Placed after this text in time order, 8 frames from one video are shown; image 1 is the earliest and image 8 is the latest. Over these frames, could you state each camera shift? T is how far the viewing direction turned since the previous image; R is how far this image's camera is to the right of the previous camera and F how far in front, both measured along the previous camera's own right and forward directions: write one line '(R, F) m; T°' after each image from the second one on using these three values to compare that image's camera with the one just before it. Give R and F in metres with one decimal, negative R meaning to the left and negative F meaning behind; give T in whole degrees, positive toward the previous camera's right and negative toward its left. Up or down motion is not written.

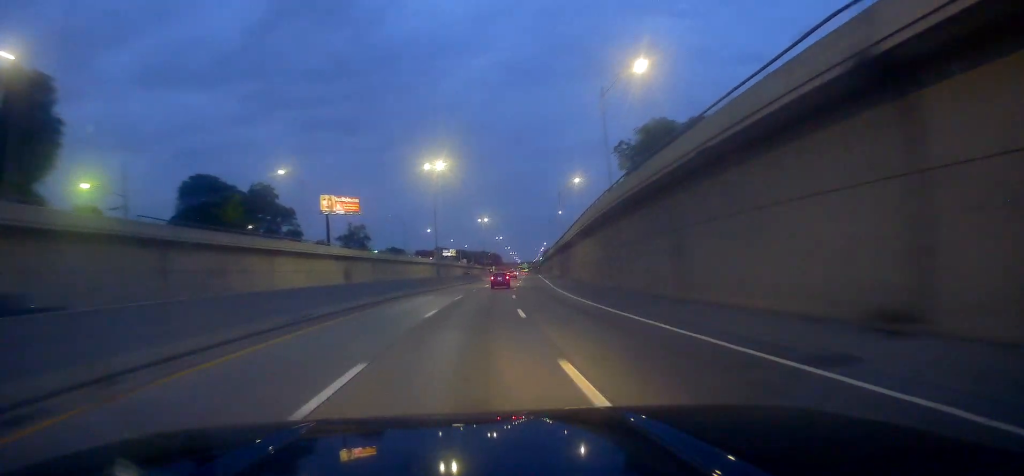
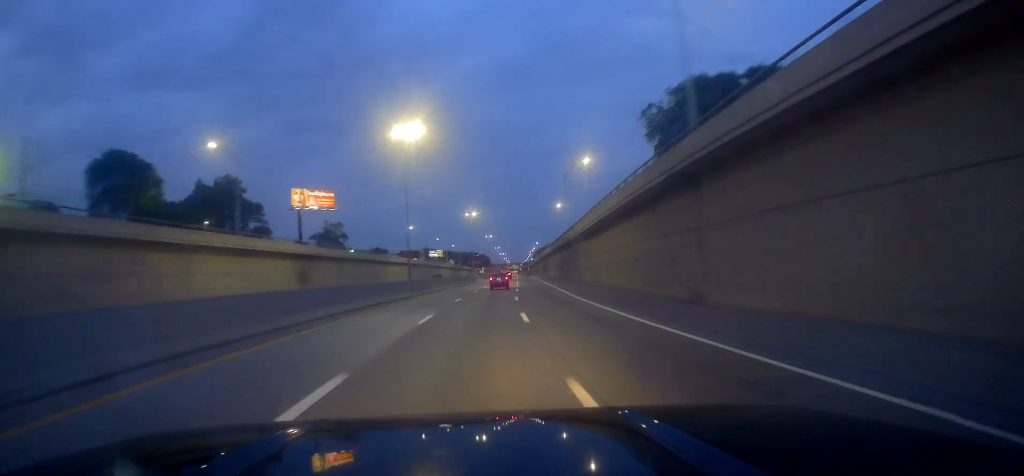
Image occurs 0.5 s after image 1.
(+0.5, +16.7) m; +1°
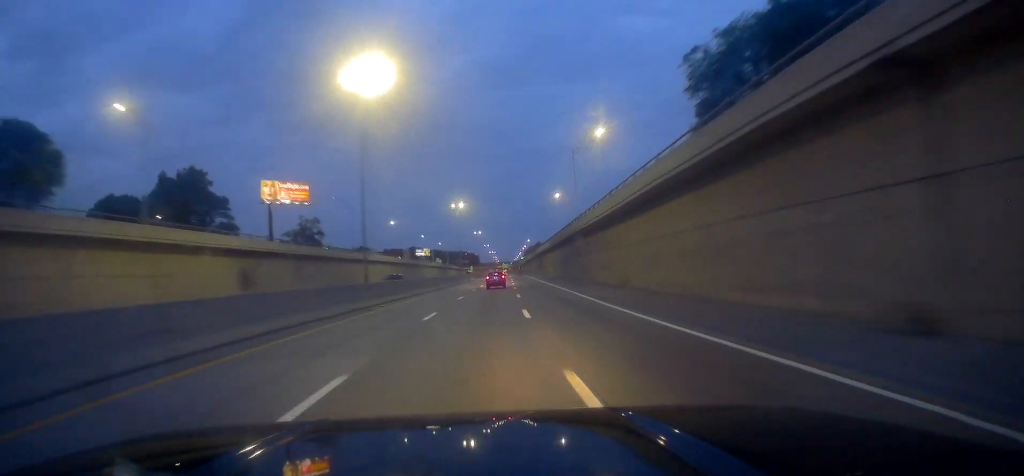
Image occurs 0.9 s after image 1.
(+0.1, +14.5) m; +1°
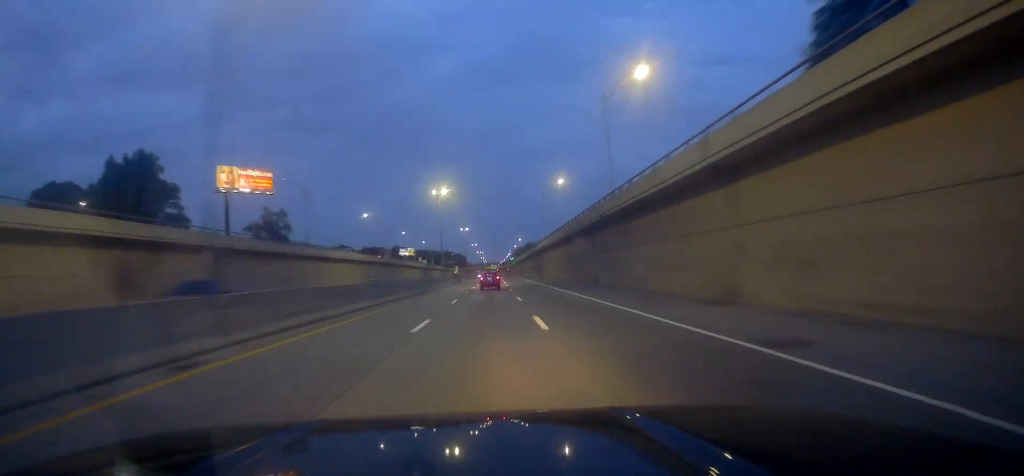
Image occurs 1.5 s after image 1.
(+0.2, +19.0) m; +2°
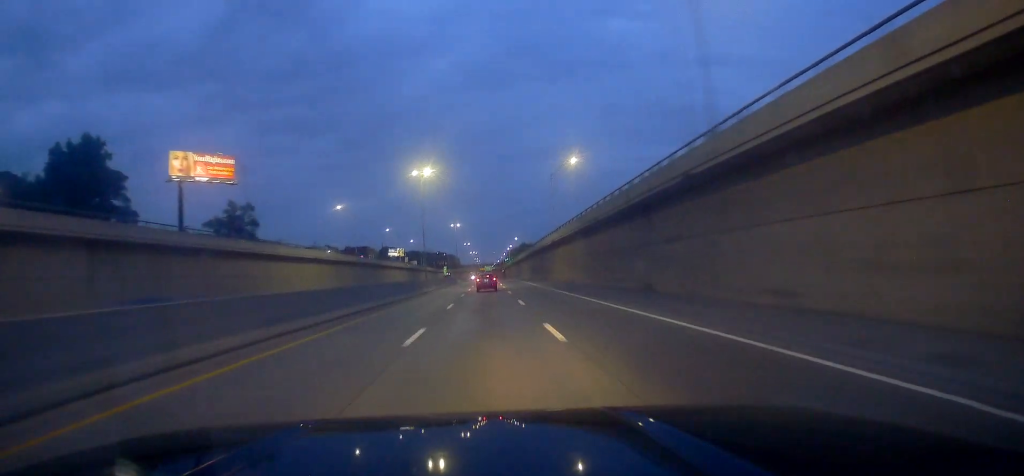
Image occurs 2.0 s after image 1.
(-0.1, +17.9) m; +1°
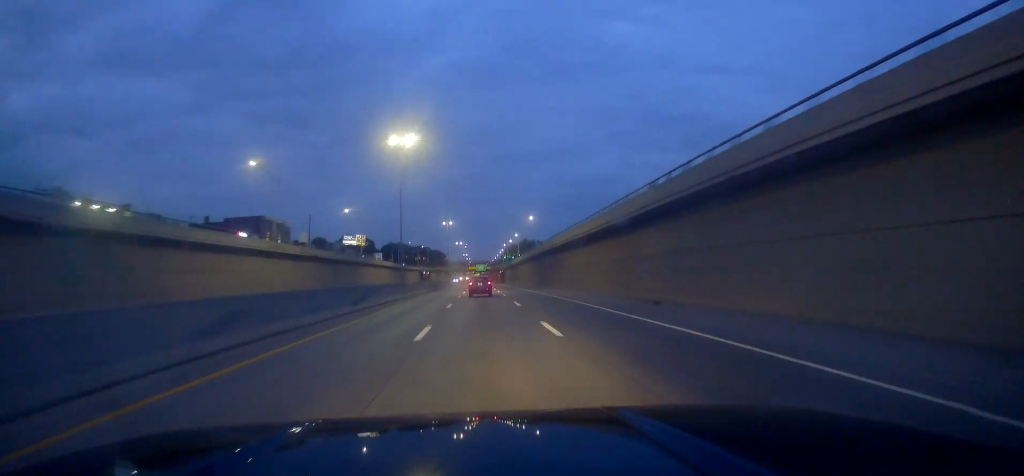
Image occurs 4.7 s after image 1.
(+2.6, +90.6) m; +3°
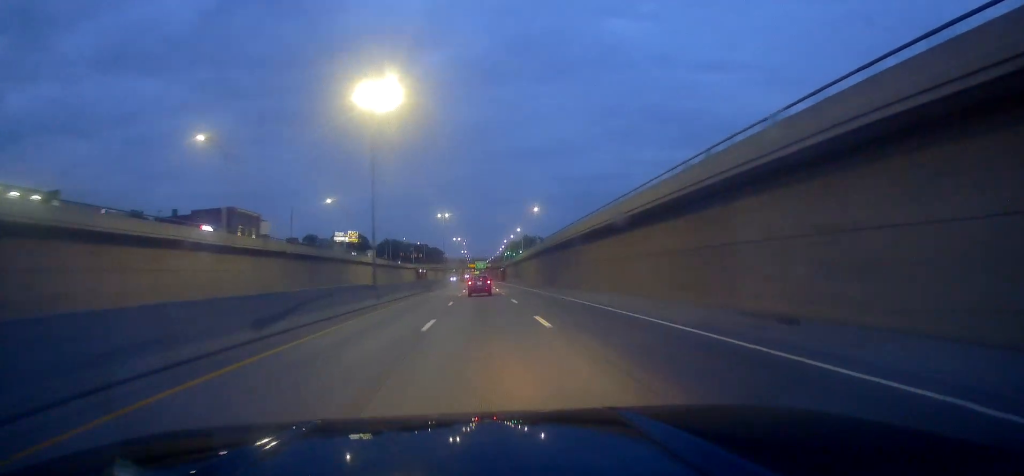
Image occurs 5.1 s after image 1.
(+0.1, +13.3) m; 0°
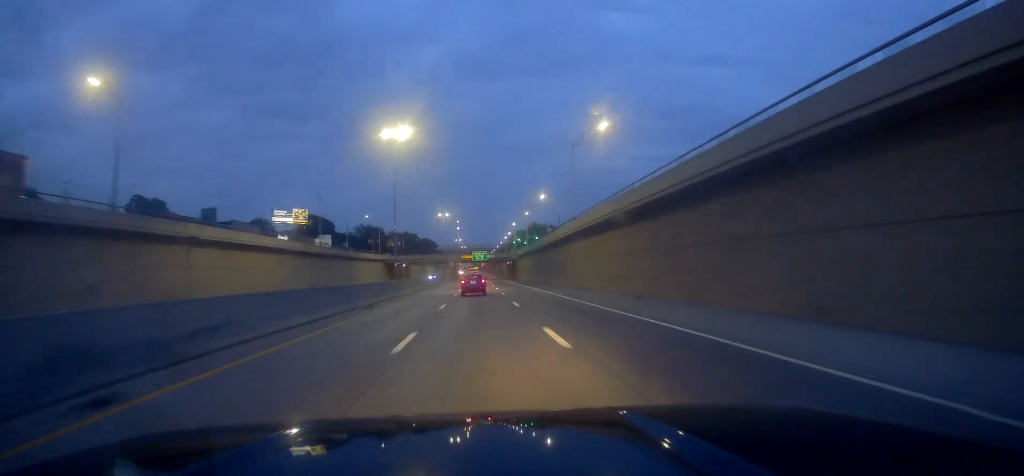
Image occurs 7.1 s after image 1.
(-1.1, +65.8) m; -1°
